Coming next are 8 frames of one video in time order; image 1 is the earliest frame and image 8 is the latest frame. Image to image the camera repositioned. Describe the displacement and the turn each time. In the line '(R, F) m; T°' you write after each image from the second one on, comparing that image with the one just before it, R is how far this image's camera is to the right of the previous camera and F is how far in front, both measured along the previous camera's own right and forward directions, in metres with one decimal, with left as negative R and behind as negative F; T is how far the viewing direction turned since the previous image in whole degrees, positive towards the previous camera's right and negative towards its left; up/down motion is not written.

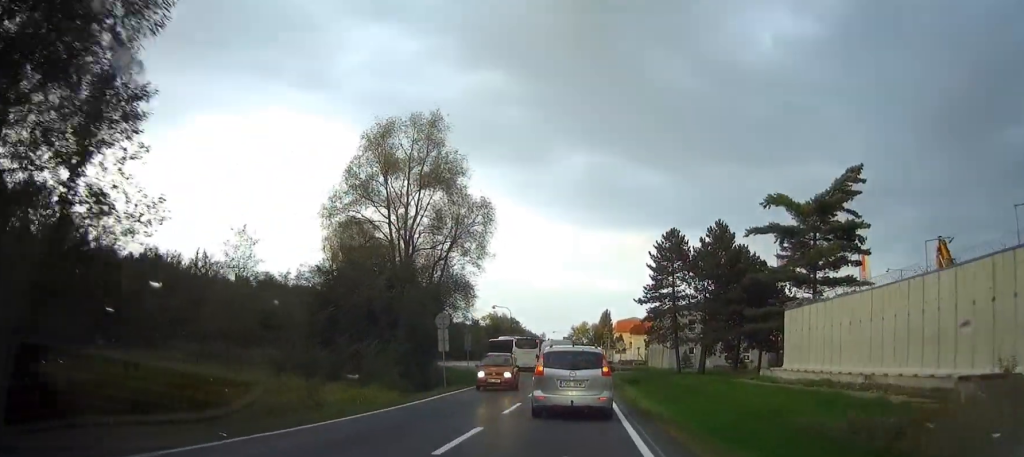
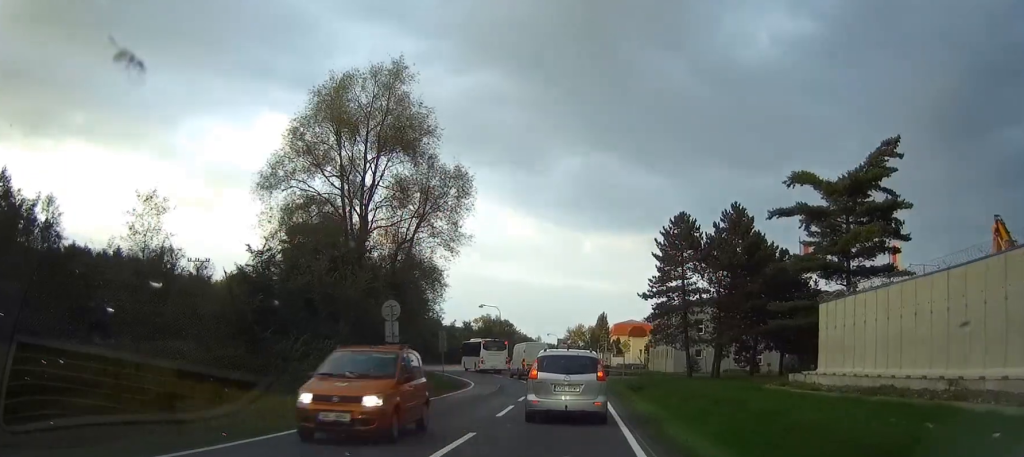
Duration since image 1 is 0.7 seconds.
(+0.1, +8.8) m; +1°
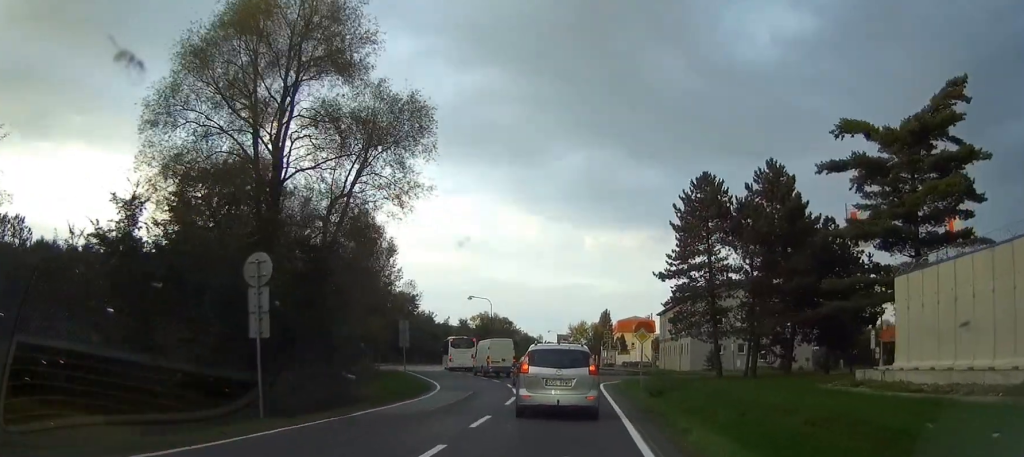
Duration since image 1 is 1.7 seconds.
(0.0, +11.1) m; 0°
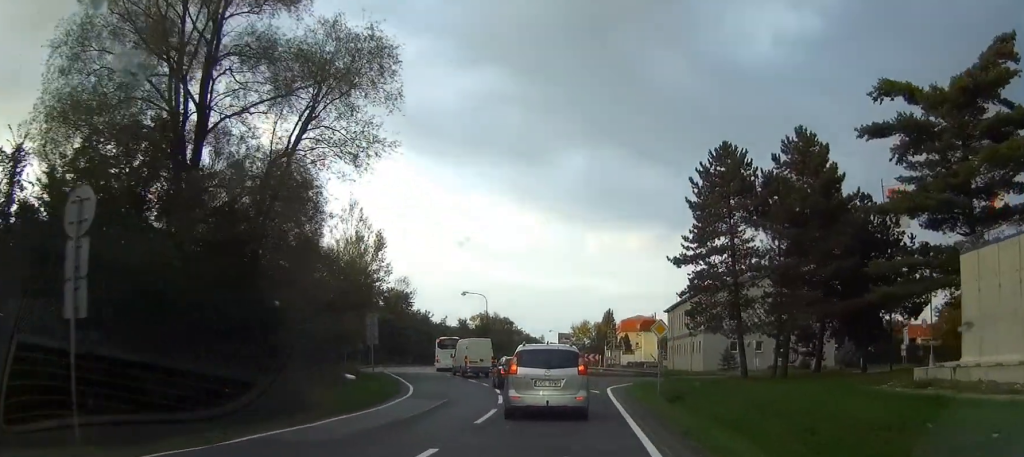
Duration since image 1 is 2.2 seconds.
(+0.1, +6.3) m; 0°
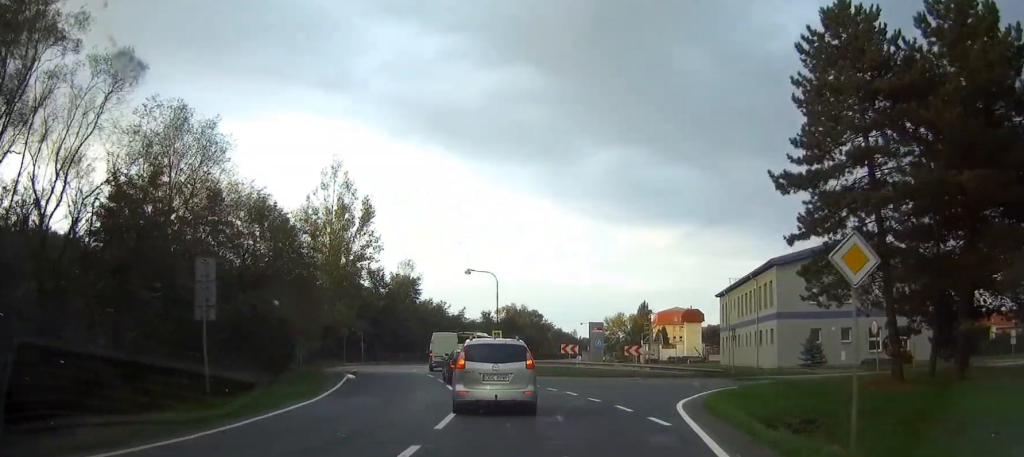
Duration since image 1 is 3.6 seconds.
(-0.2, +17.0) m; -3°
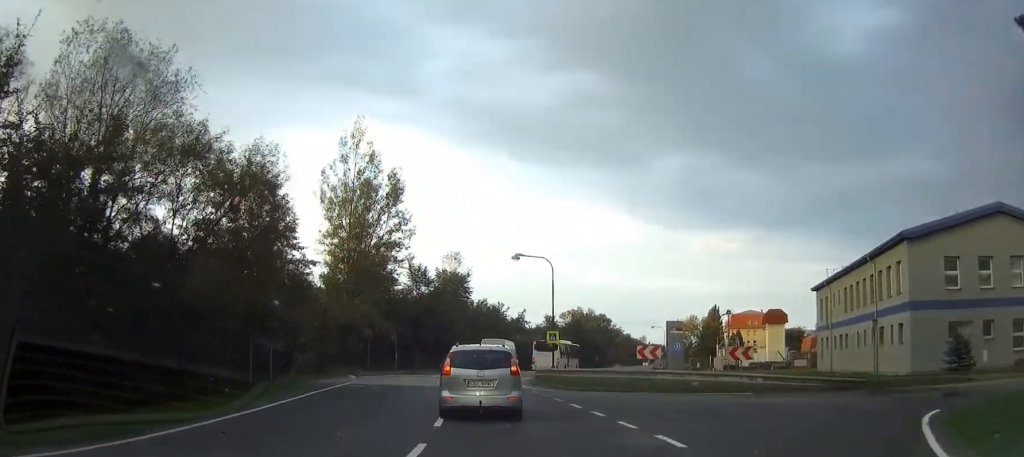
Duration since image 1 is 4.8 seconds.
(-0.6, +13.1) m; -5°
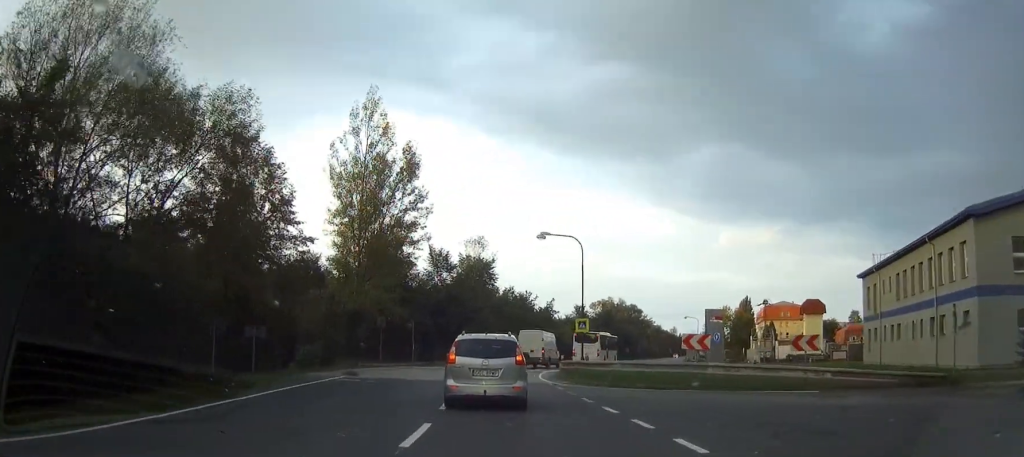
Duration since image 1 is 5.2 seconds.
(-0.1, +4.9) m; -2°
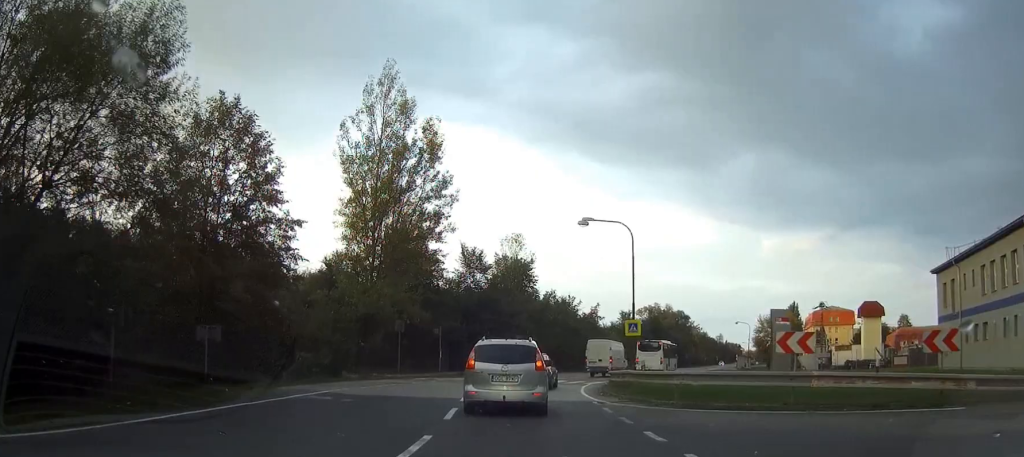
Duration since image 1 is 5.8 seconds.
(-0.2, +7.2) m; -3°
